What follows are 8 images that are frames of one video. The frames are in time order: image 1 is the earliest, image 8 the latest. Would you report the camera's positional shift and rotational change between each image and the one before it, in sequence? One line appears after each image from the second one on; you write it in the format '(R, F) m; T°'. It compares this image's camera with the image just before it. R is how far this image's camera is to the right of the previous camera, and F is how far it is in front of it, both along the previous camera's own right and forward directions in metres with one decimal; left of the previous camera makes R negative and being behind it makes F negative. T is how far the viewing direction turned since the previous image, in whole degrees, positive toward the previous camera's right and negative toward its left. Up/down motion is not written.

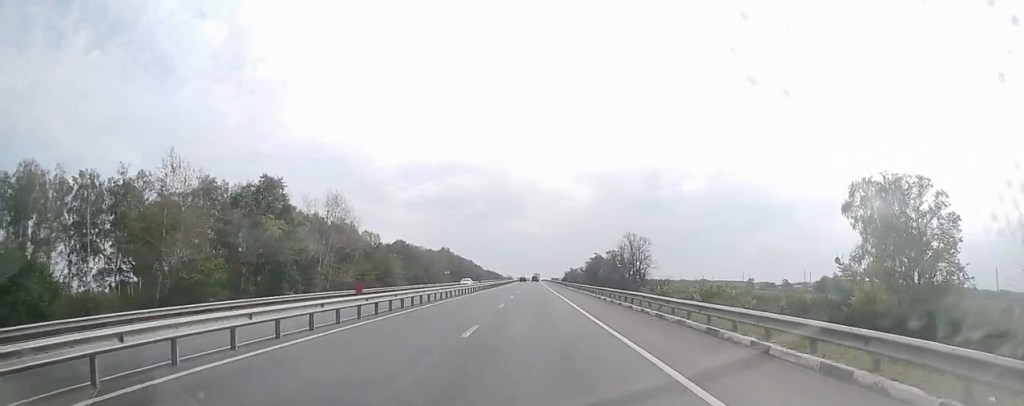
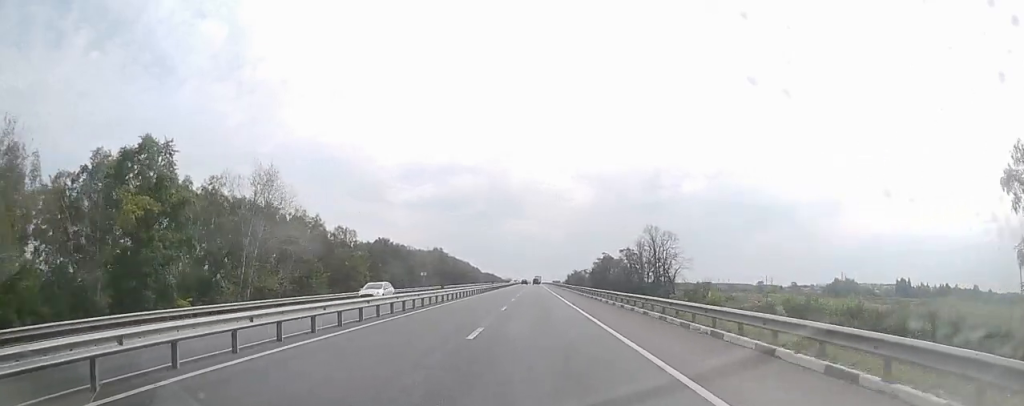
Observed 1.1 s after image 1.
(+0.5, +23.7) m; 0°
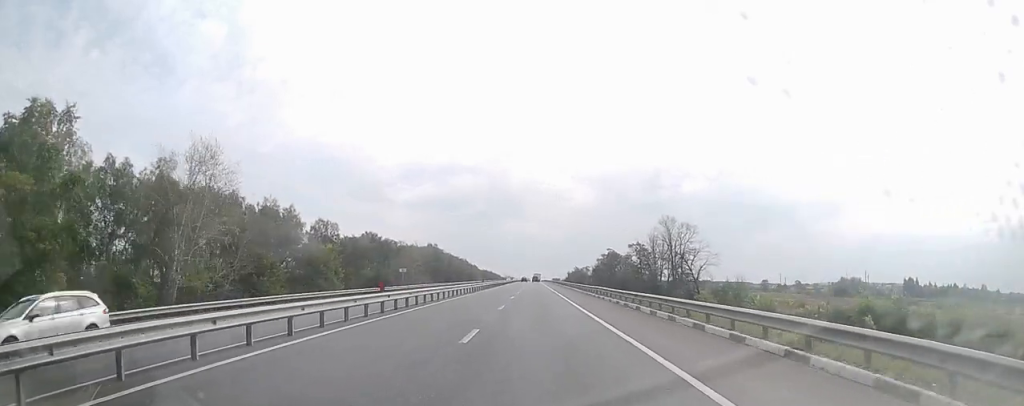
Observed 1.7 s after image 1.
(-0.2, +13.2) m; 0°
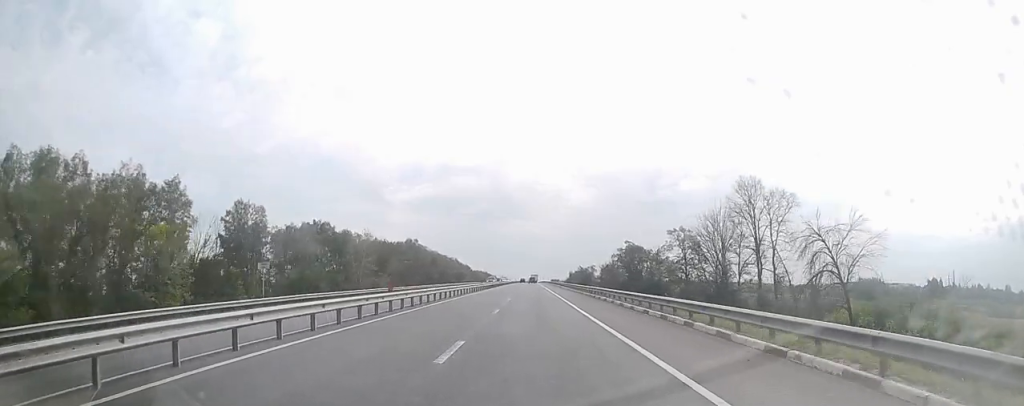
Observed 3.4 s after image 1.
(+0.1, +38.0) m; 0°
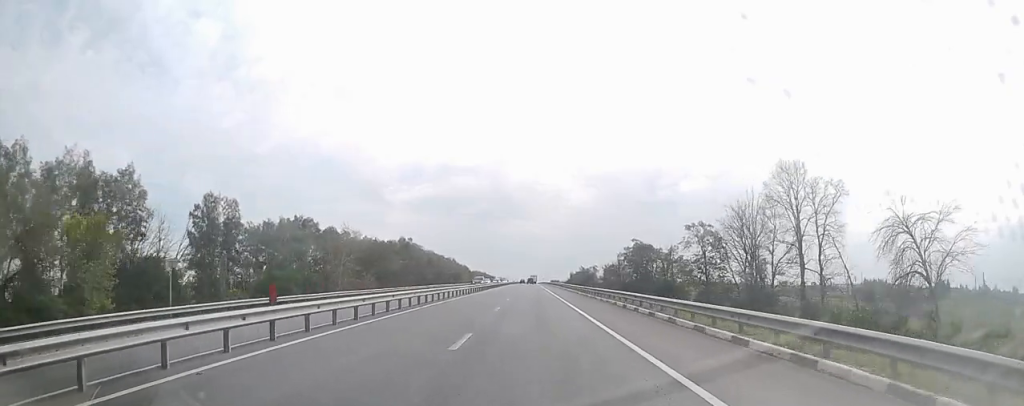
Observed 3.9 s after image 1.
(0.0, +10.2) m; 0°
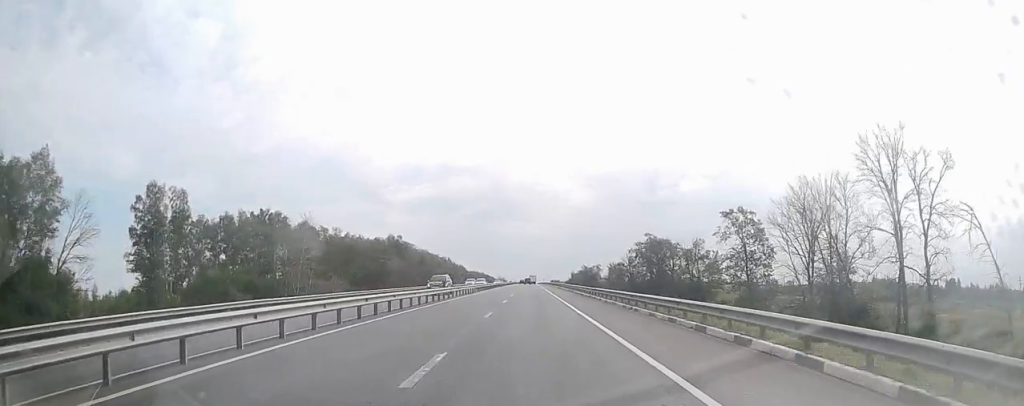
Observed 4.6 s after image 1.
(0.0, +15.1) m; 0°
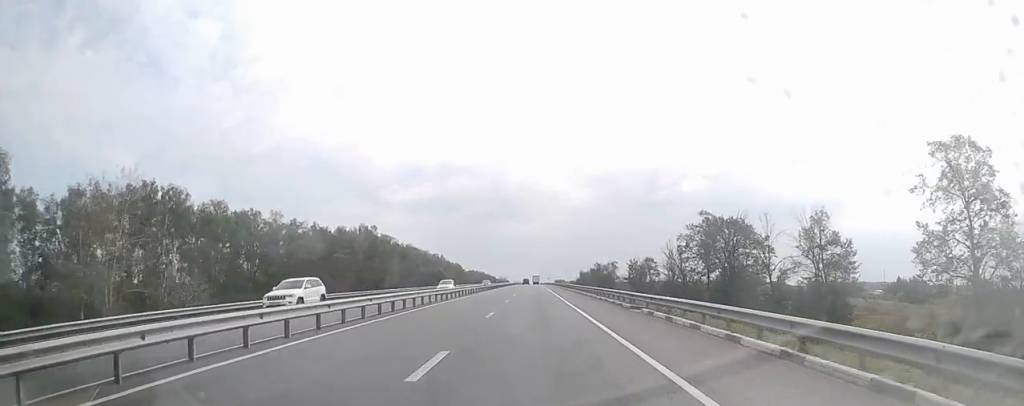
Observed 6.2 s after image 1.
(-0.2, +36.1) m; 0°
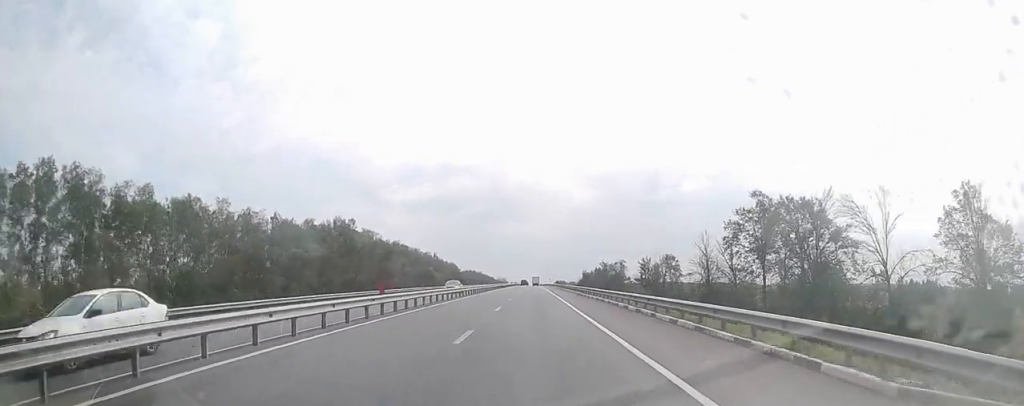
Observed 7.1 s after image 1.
(+0.1, +19.8) m; 0°
